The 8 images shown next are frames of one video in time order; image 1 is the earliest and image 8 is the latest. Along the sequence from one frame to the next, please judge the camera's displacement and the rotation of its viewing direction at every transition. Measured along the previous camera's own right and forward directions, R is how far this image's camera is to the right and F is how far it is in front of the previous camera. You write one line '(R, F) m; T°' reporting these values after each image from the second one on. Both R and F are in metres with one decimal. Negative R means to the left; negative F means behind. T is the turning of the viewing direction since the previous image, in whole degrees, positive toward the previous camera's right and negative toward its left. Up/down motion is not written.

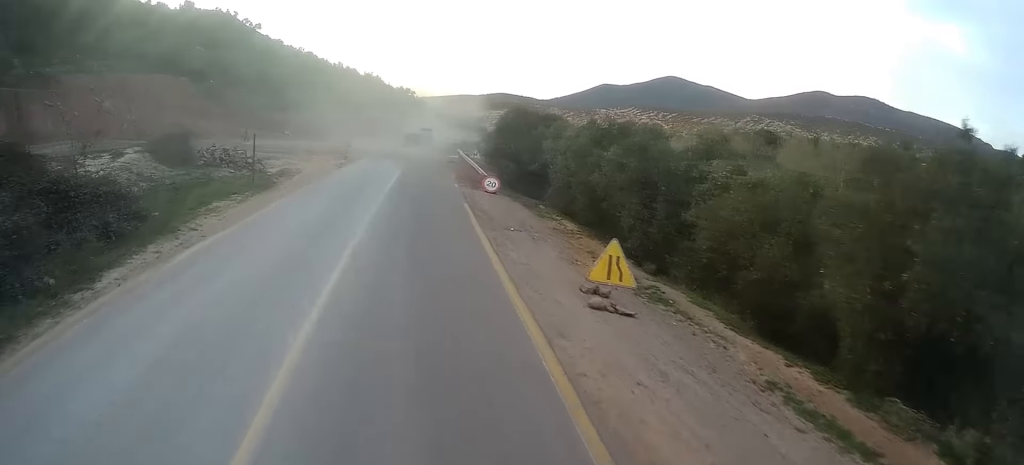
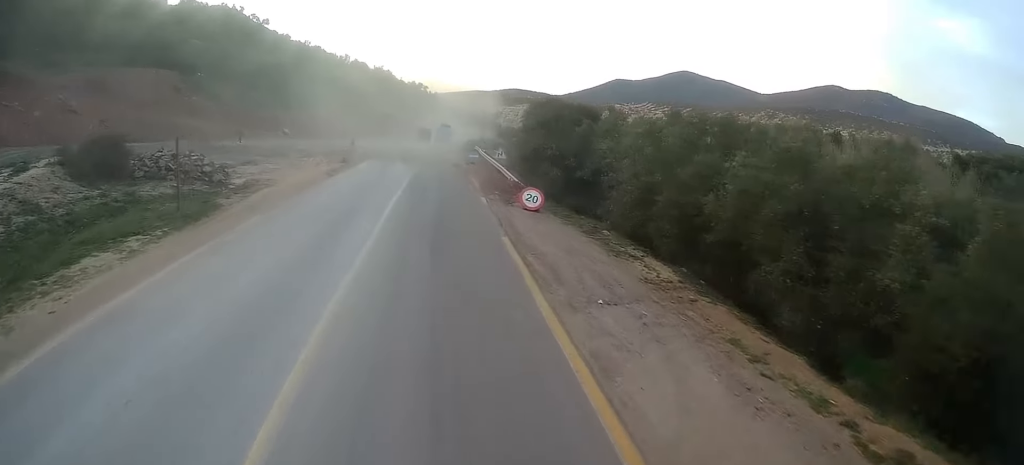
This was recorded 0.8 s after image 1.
(+0.1, +8.2) m; -3°
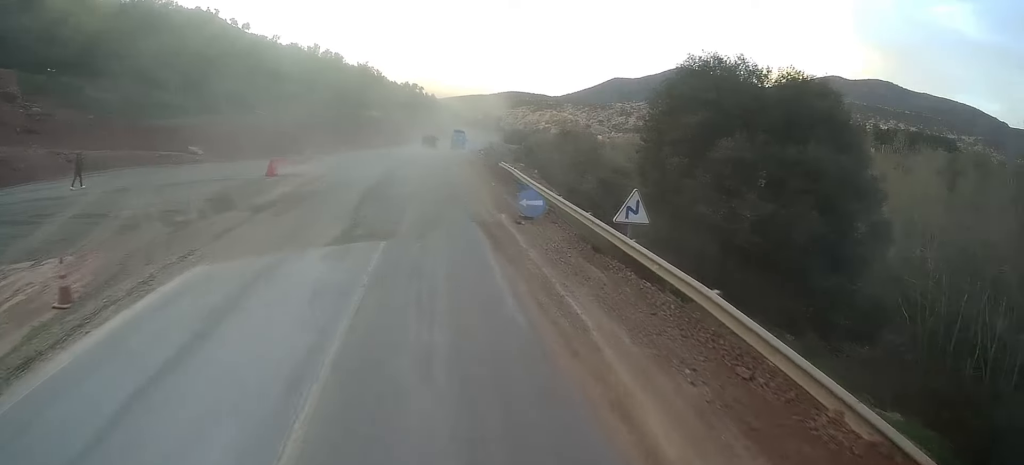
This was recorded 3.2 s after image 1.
(-1.3, +28.2) m; -2°
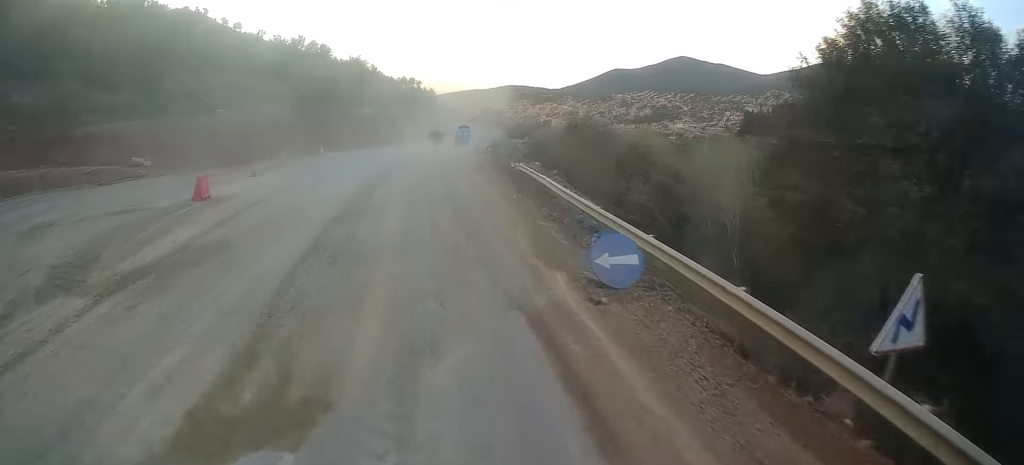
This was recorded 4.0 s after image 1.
(-0.1, +8.7) m; 0°
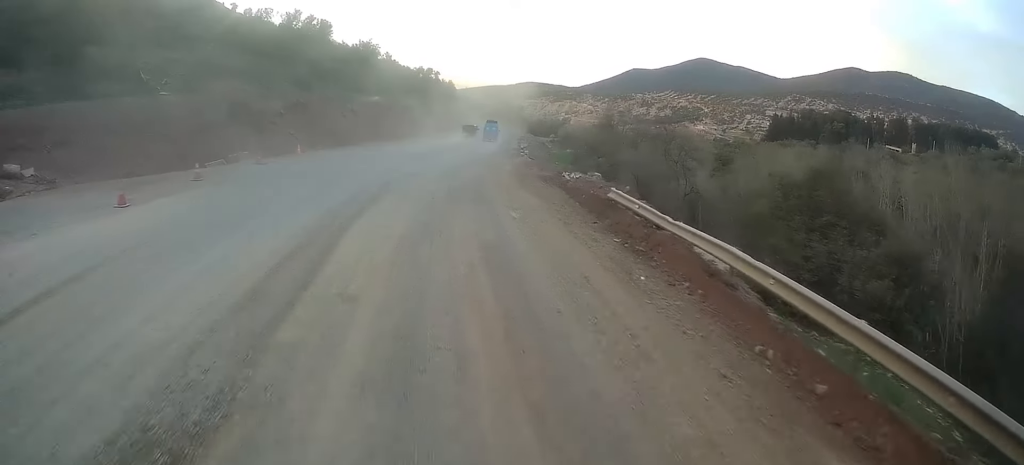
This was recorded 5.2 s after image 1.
(0.0, +14.4) m; -1°
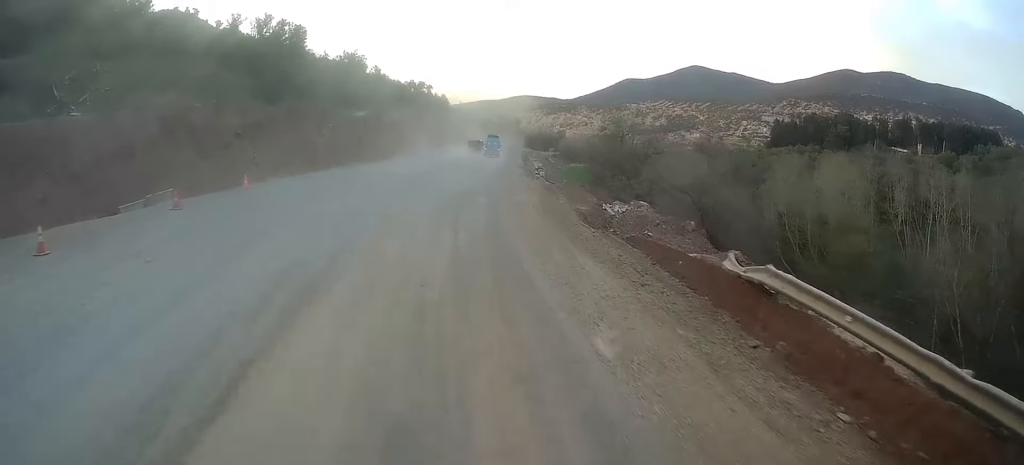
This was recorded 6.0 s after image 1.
(-0.4, +9.5) m; +2°
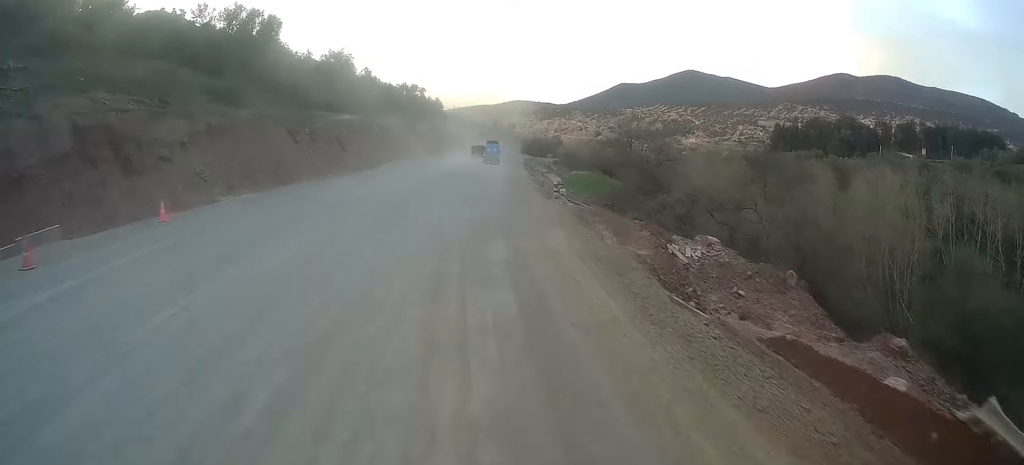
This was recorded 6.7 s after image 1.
(+0.7, +8.3) m; +2°
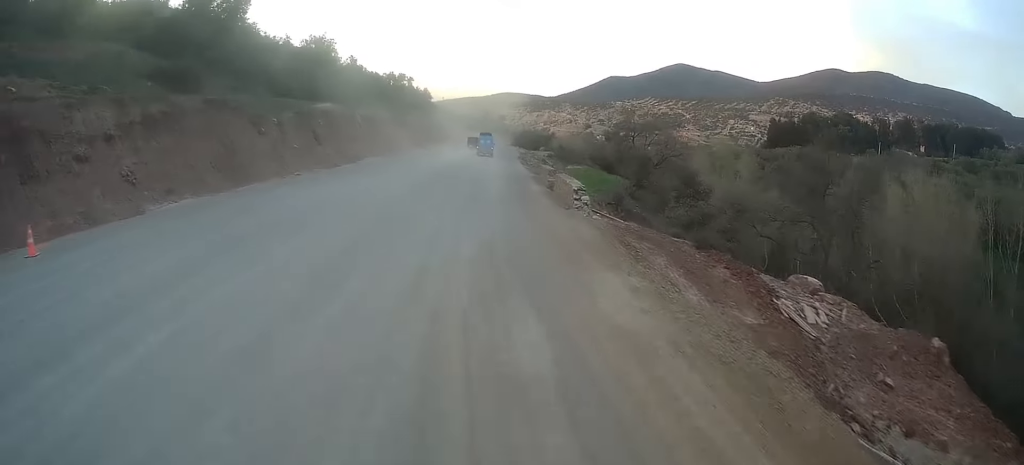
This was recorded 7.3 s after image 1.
(+0.2, +6.9) m; +1°
